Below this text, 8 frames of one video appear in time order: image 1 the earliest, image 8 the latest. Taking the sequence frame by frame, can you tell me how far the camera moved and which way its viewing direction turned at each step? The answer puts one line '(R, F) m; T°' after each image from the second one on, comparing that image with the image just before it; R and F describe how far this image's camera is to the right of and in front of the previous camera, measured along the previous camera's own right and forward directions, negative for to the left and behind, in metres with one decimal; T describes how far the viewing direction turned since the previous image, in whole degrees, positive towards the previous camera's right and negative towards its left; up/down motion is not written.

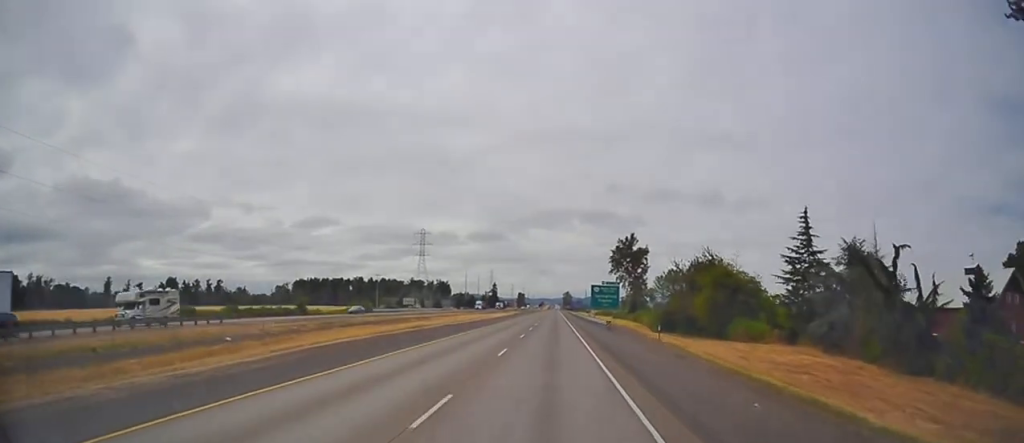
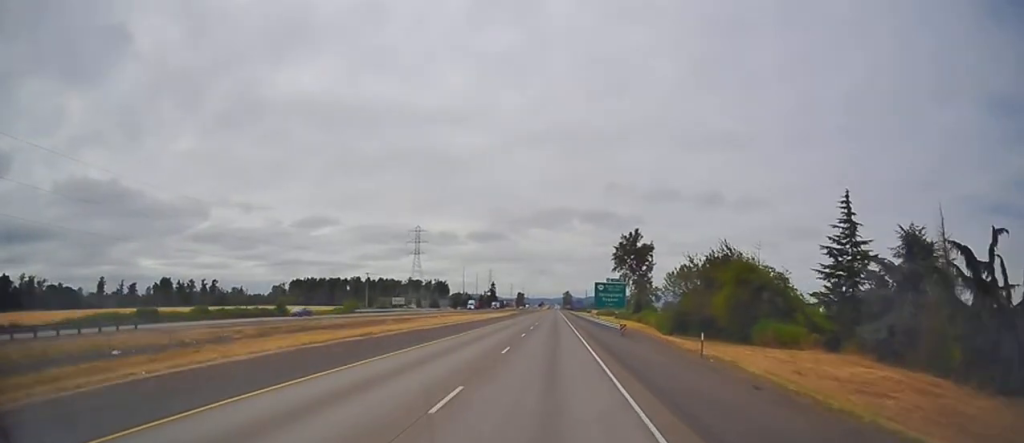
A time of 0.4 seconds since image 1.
(+0.1, +11.6) m; 0°
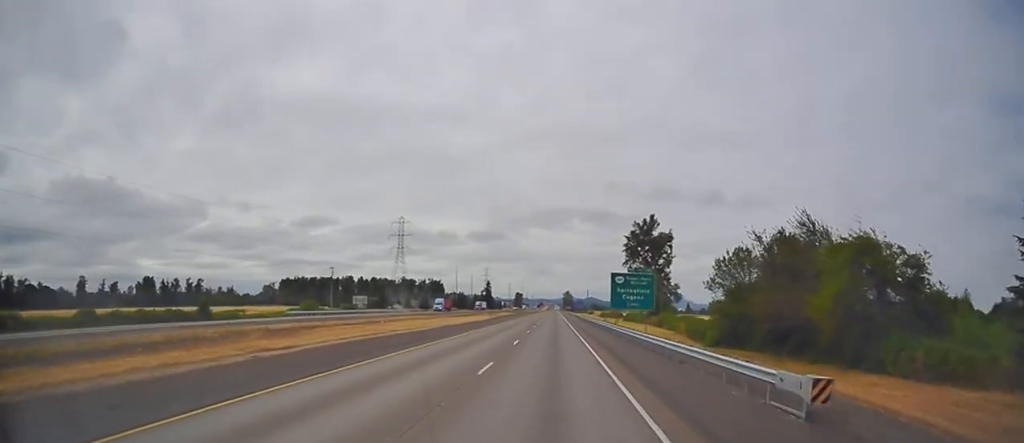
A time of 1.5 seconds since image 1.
(-0.6, +31.0) m; -1°
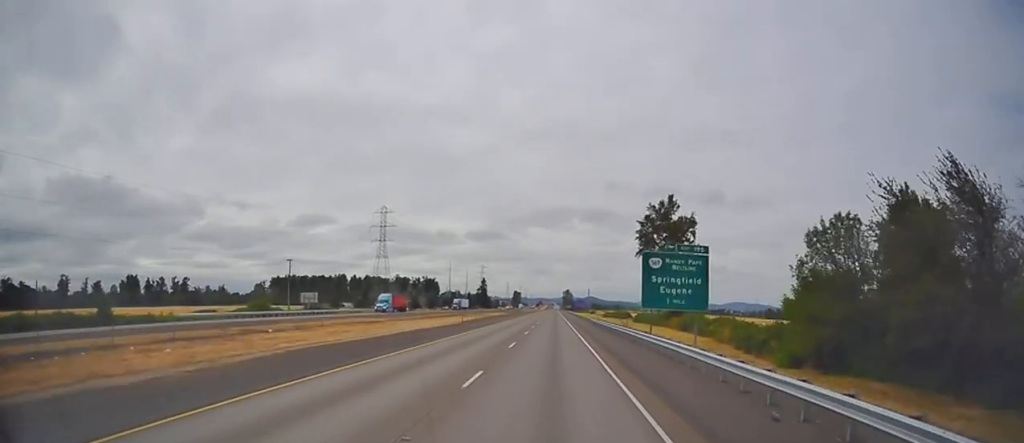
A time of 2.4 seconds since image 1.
(0.0, +27.1) m; +1°
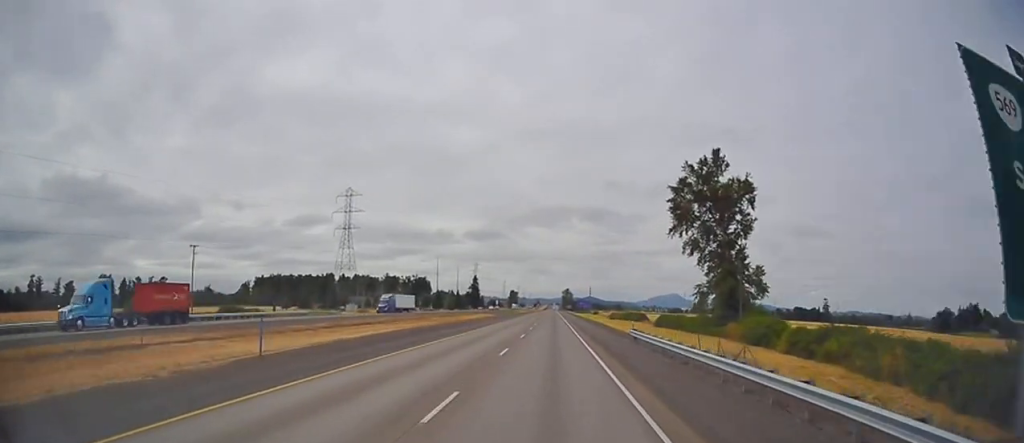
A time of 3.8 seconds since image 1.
(+0.3, +39.7) m; -1°
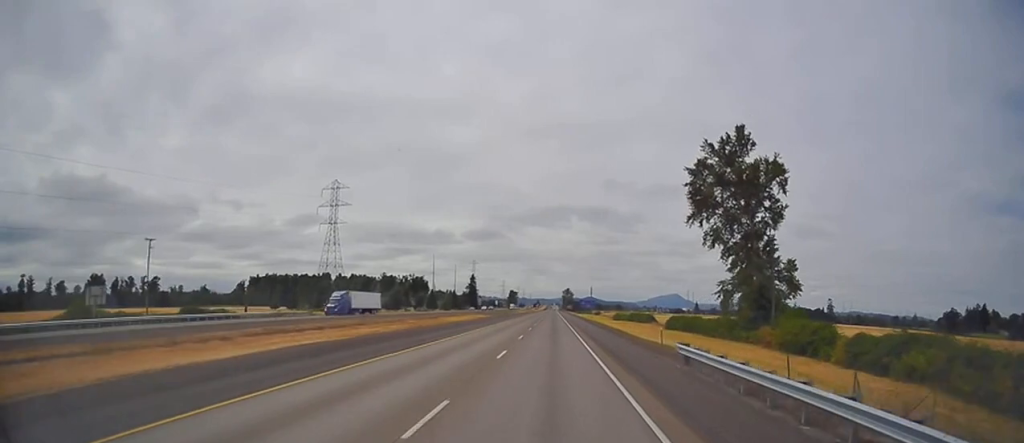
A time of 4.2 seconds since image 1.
(-0.2, +13.6) m; -1°
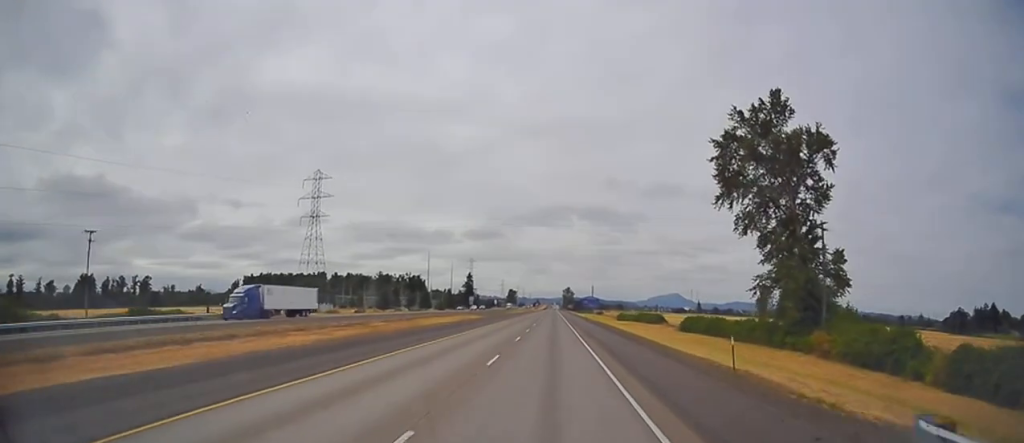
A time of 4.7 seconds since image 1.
(0.0, +14.5) m; 0°
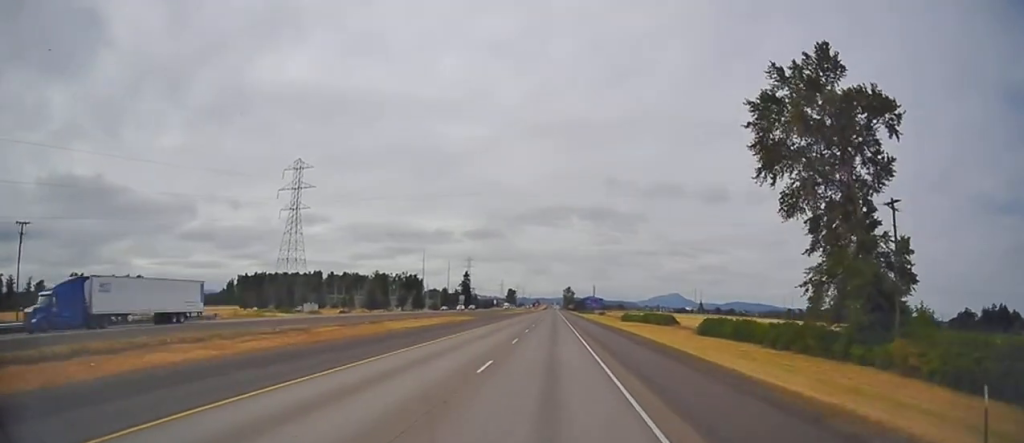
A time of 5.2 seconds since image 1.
(0.0, +14.5) m; 0°
